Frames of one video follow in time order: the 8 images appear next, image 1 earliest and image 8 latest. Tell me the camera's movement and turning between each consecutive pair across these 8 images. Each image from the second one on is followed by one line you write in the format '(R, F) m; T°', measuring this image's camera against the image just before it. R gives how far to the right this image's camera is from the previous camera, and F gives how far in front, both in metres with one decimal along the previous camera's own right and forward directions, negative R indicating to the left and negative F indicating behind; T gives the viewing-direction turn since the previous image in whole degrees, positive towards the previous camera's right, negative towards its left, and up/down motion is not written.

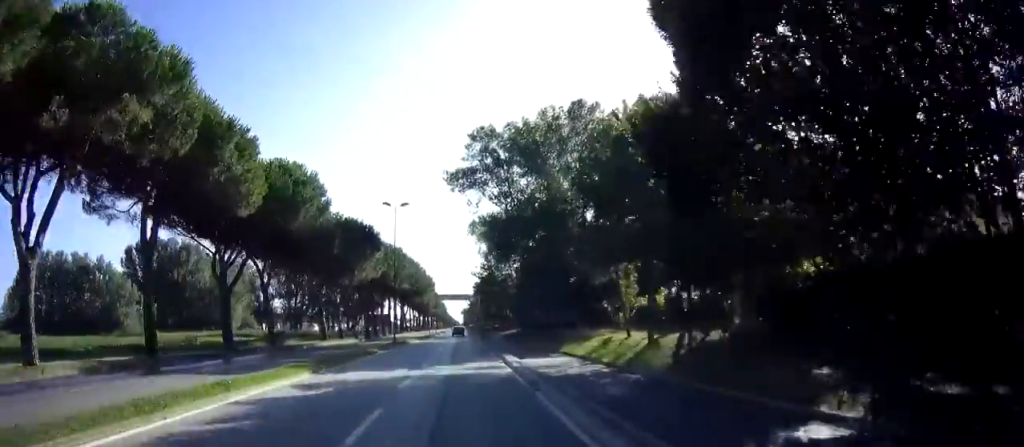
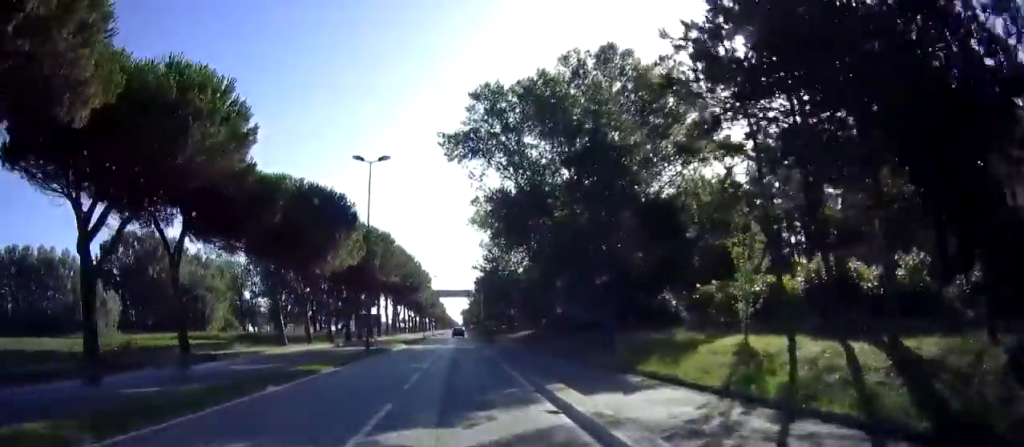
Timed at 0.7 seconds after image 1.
(0.0, +11.3) m; 0°
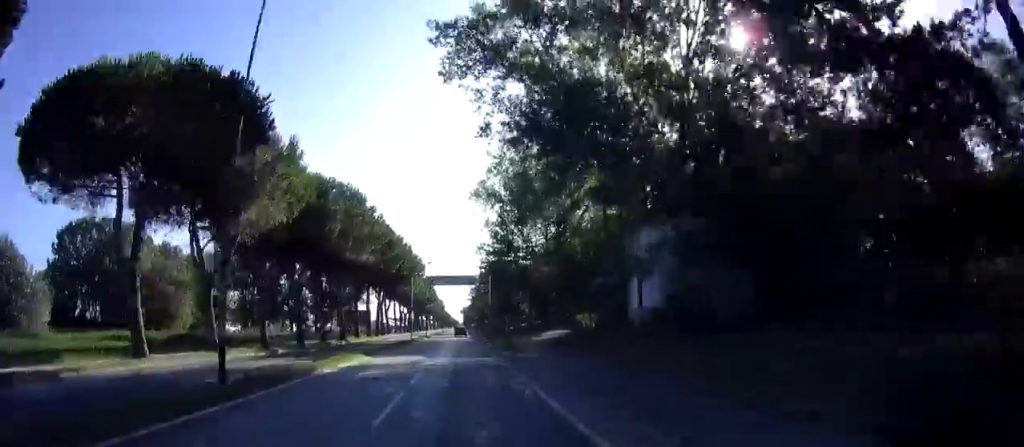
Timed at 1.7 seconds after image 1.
(0.0, +17.6) m; 0°
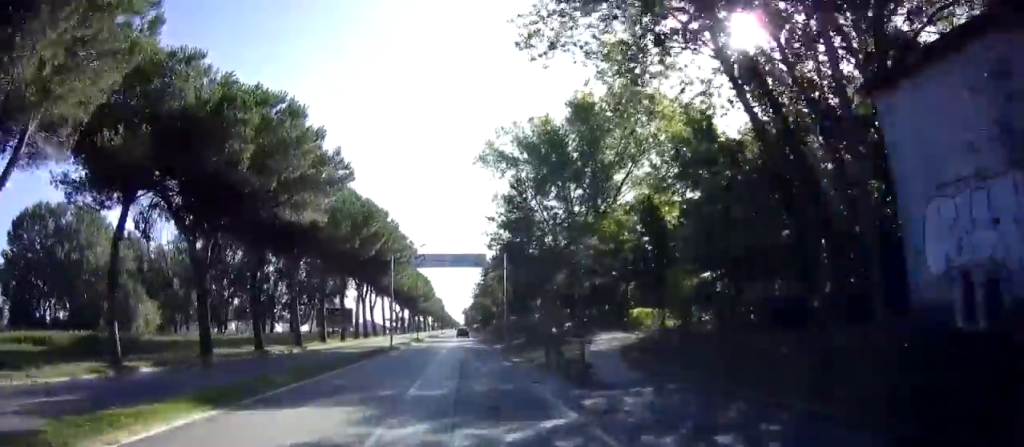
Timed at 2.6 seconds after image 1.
(0.0, +15.4) m; 0°
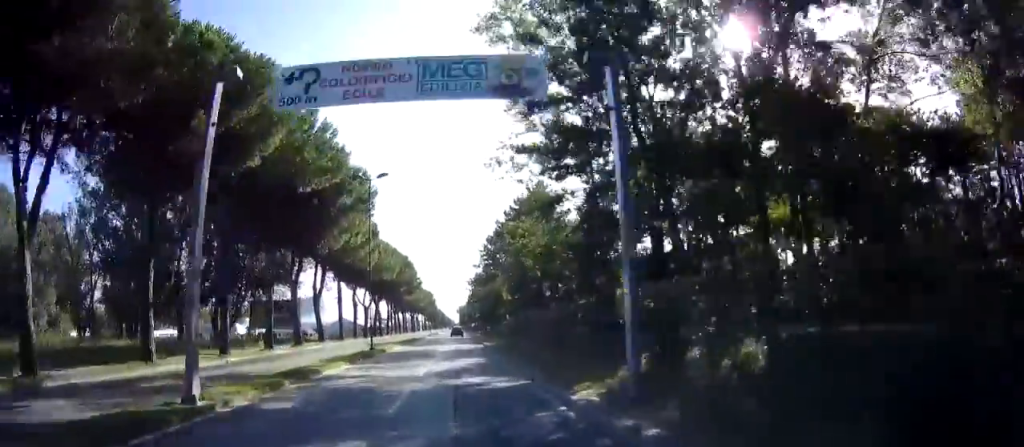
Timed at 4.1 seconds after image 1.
(+0.1, +25.8) m; 0°
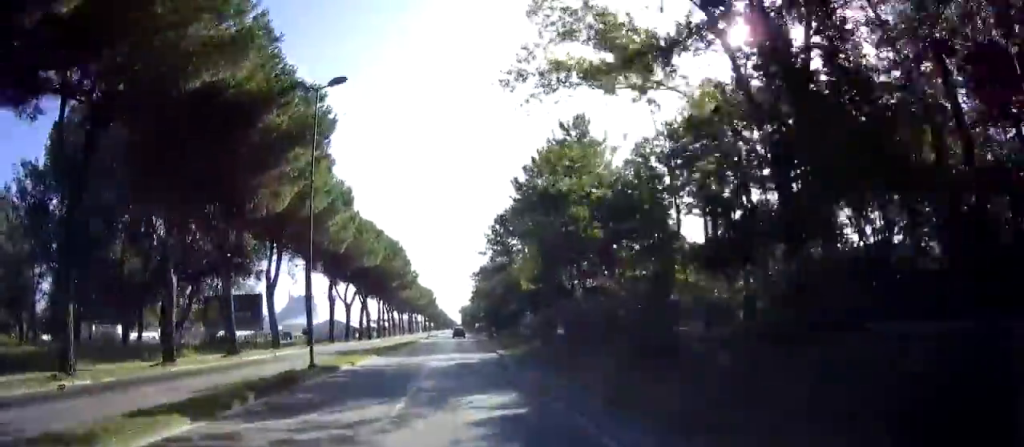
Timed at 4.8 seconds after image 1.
(0.0, +12.6) m; 0°
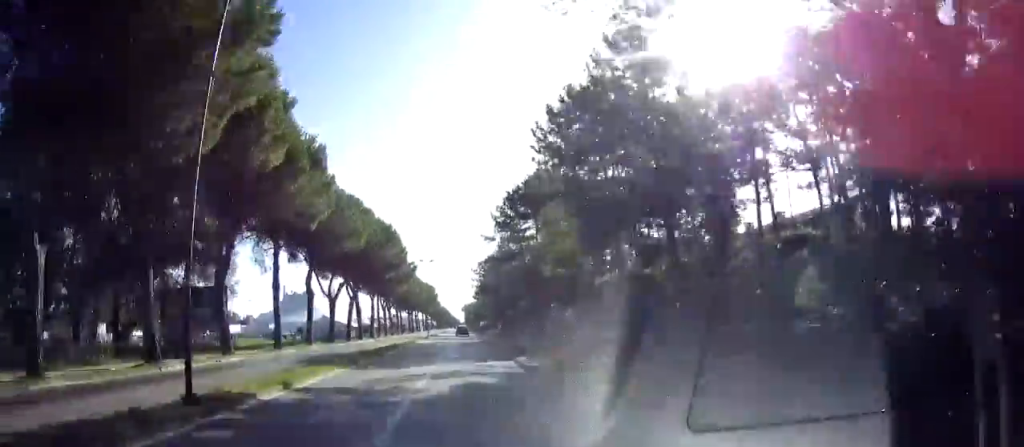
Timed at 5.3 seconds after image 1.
(0.0, +8.0) m; 0°
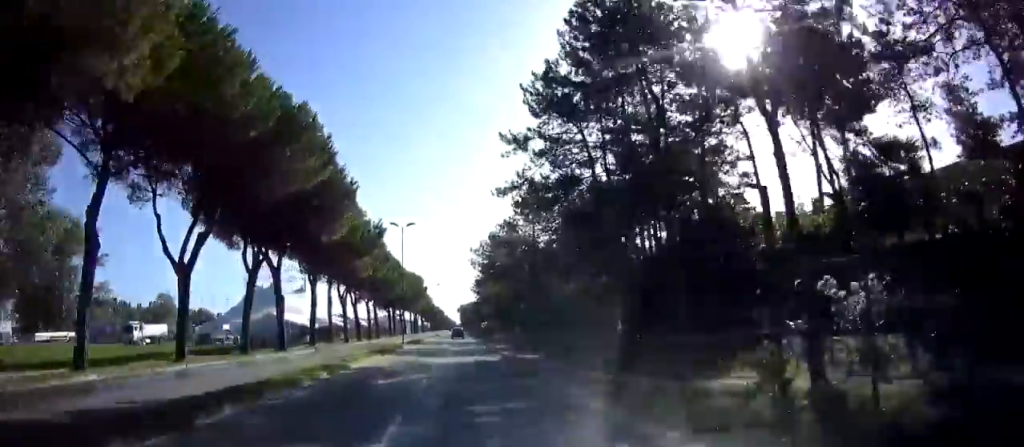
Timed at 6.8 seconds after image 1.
(-0.3, +25.3) m; 0°
